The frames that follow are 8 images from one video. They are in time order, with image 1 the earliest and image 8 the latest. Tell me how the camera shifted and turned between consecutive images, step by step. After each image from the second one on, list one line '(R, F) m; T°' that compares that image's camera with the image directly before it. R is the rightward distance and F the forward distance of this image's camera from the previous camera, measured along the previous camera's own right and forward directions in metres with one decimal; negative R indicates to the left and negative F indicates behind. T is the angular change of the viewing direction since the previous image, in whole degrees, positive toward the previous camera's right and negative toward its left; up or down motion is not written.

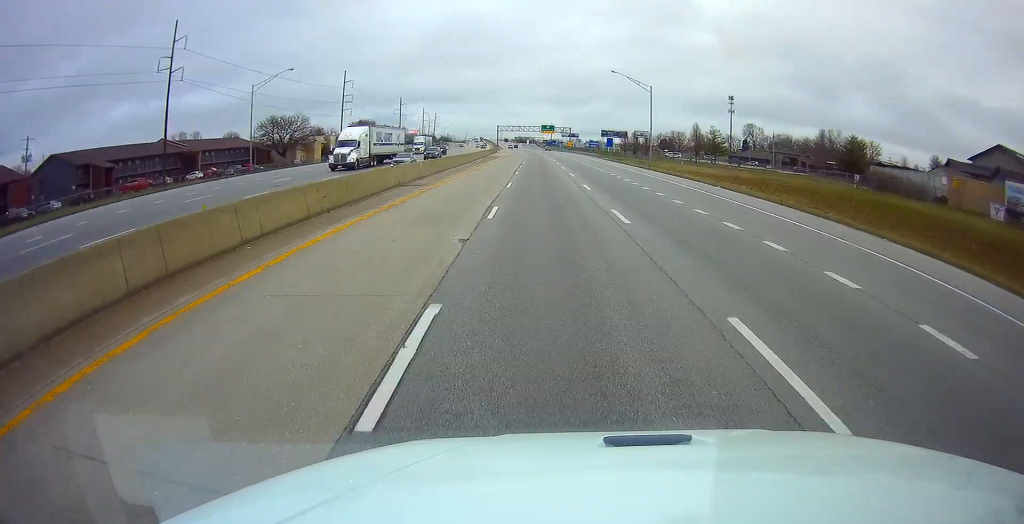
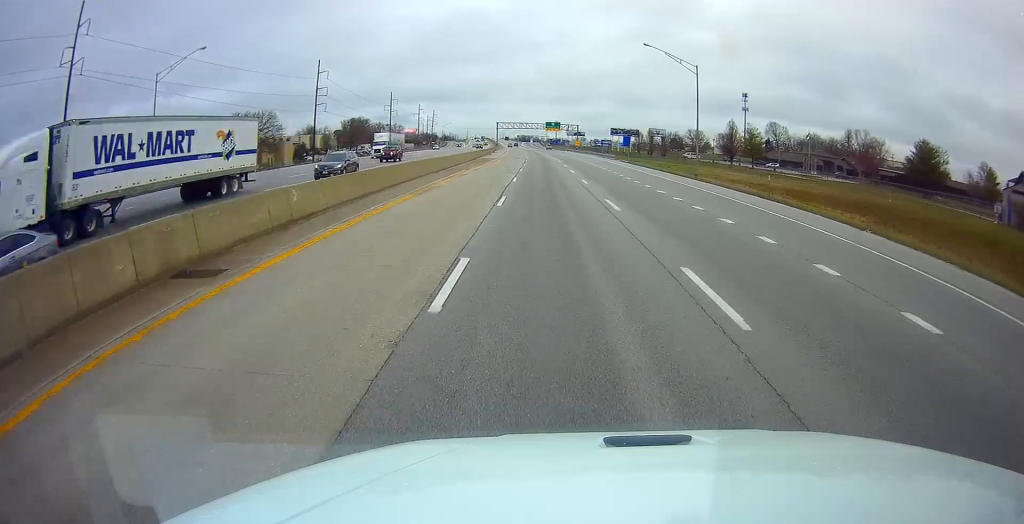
(+0.4, +21.3) m; 0°
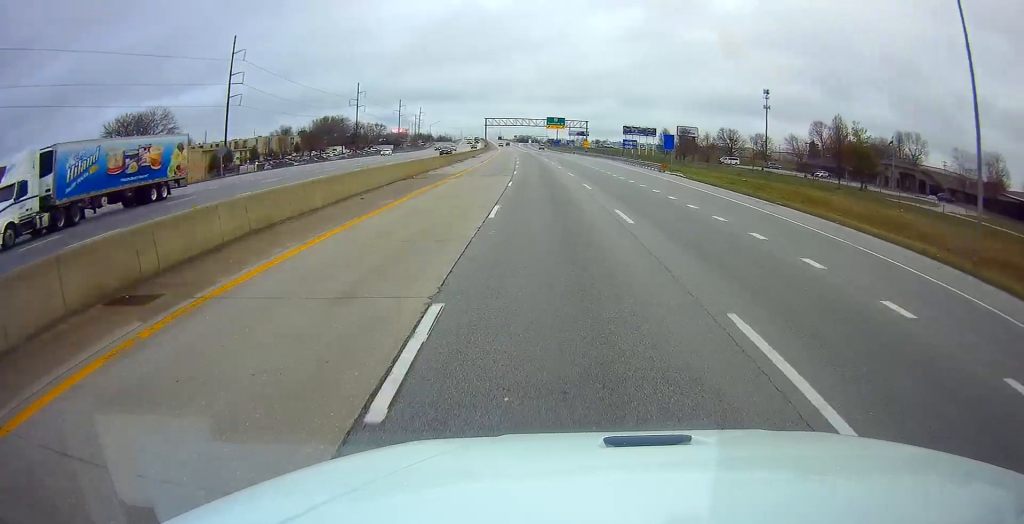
(-0.3, +39.6) m; -1°
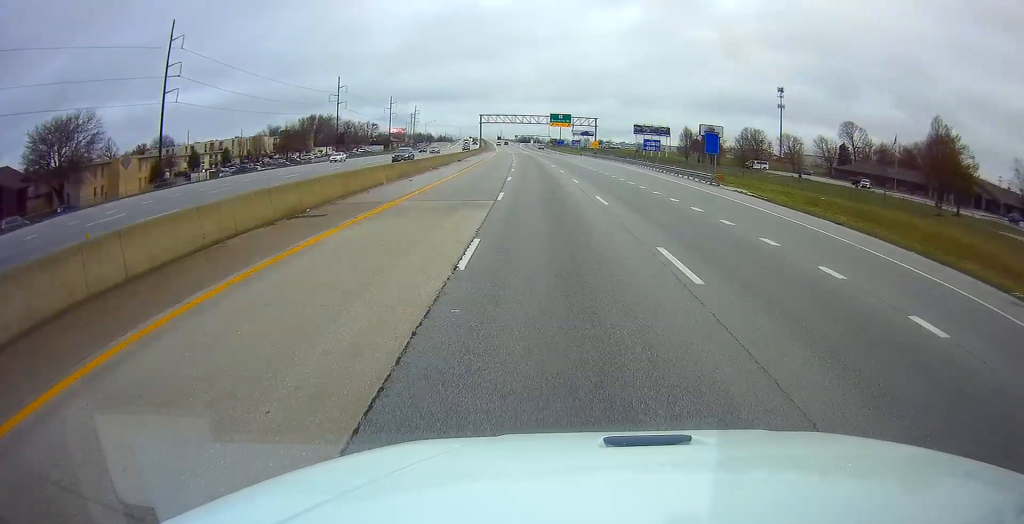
(0.0, +19.3) m; 0°
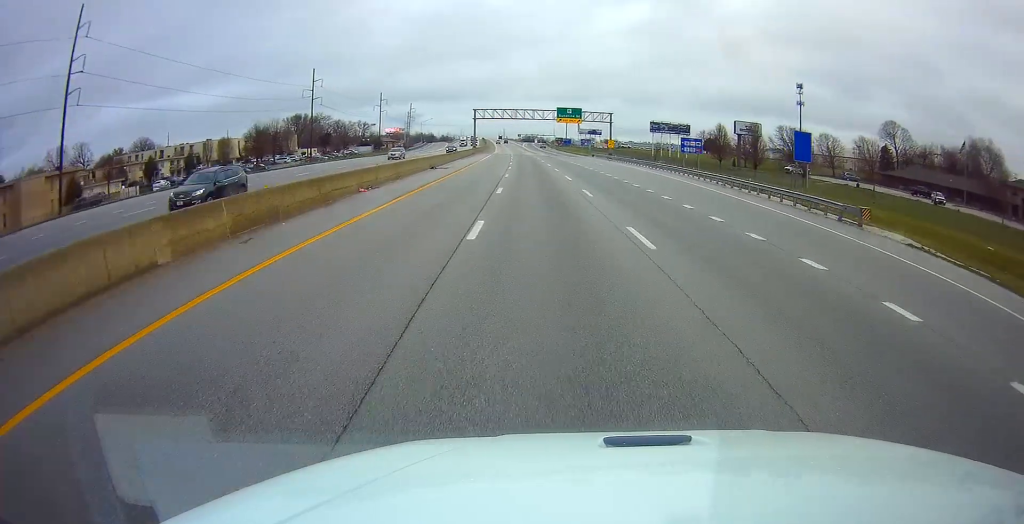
(0.0, +21.3) m; 0°
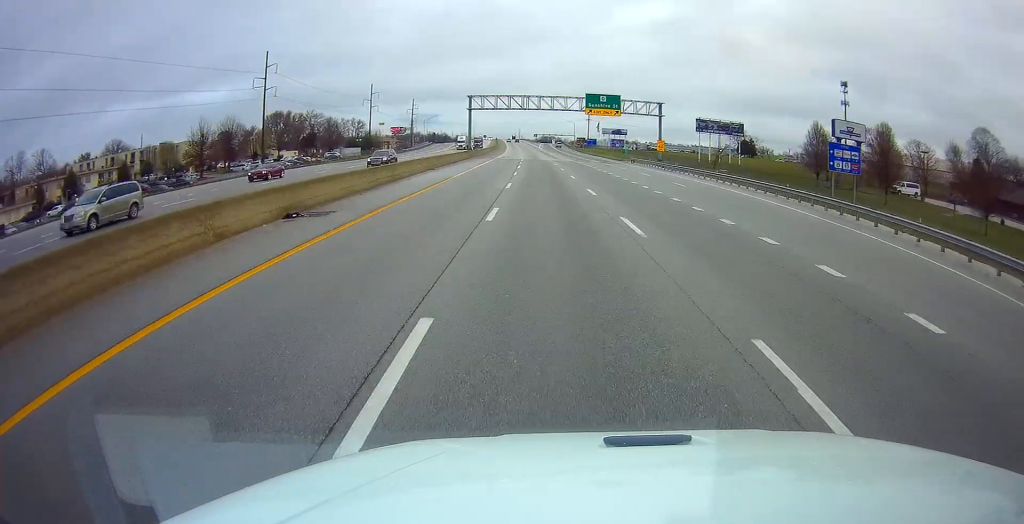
(0.0, +33.5) m; 0°
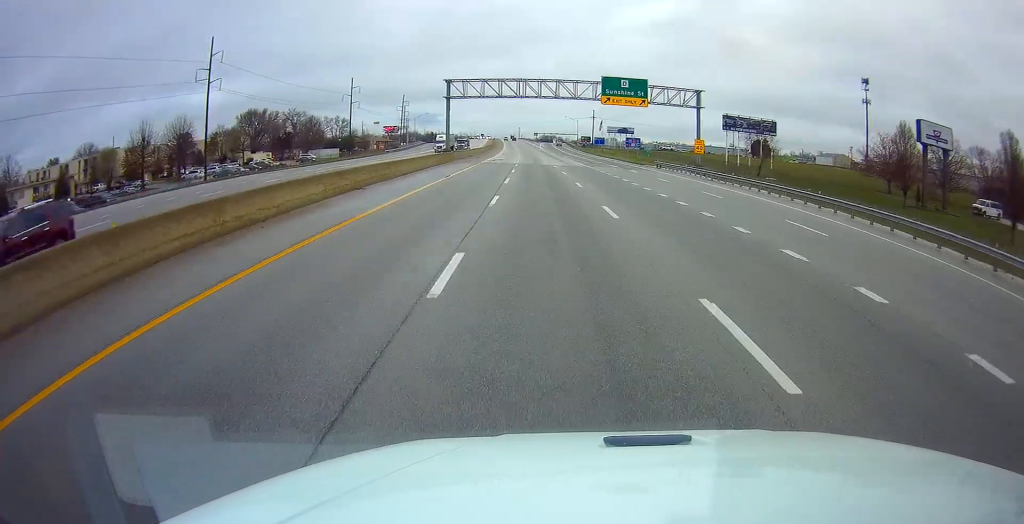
(+0.2, +20.2) m; -1°
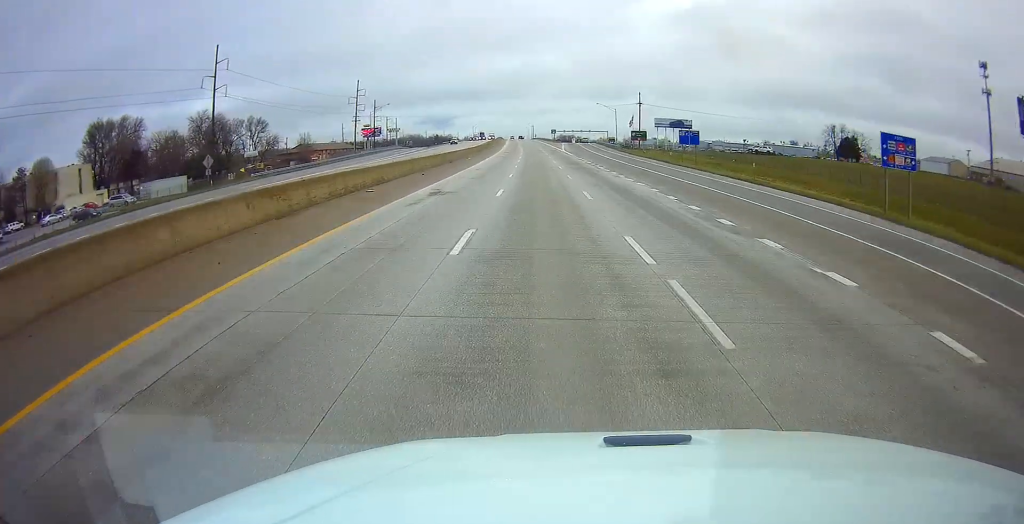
(-2.0, +79.6) m; -2°
